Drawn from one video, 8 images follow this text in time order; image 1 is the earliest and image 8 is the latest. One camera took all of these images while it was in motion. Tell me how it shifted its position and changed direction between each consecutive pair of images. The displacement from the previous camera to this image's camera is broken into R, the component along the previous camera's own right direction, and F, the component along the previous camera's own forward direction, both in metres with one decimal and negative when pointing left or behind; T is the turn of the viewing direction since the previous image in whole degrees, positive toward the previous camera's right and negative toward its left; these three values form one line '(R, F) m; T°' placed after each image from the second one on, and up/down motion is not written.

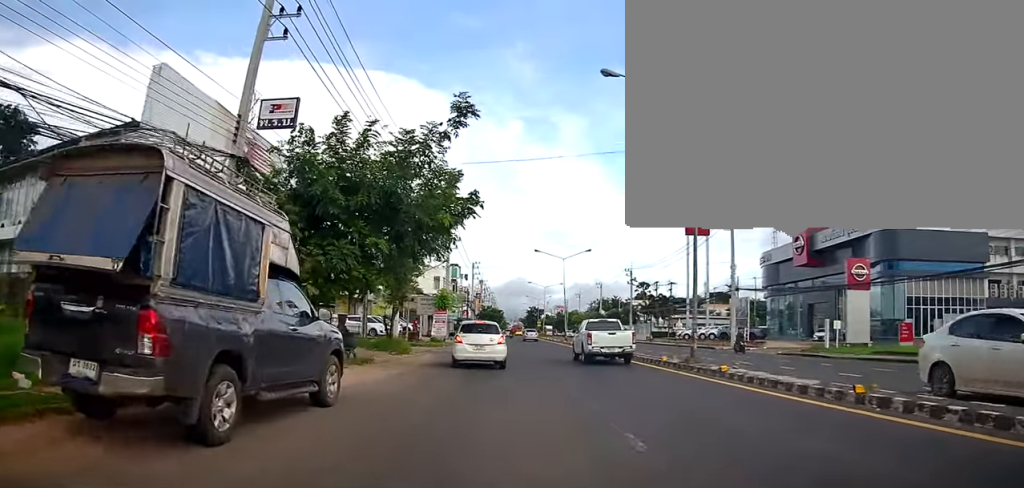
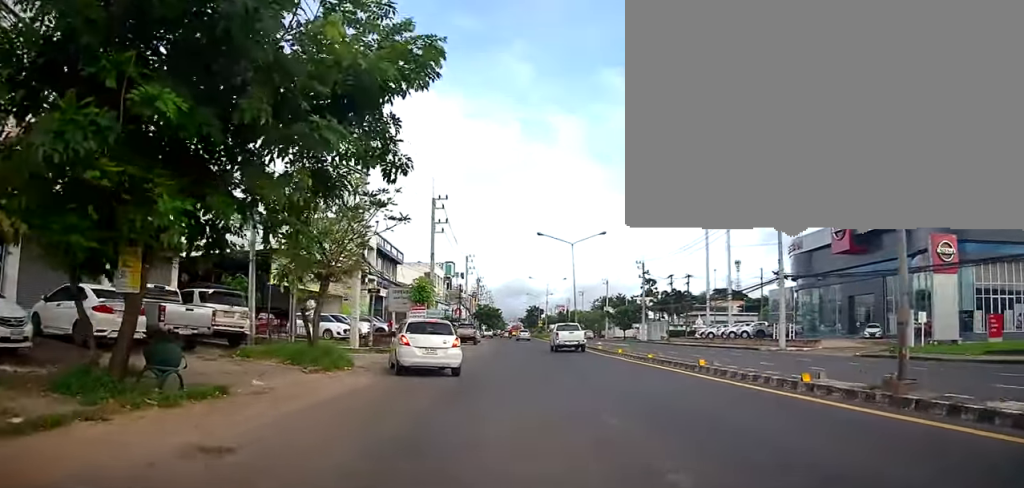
(+0.2, +9.6) m; +1°
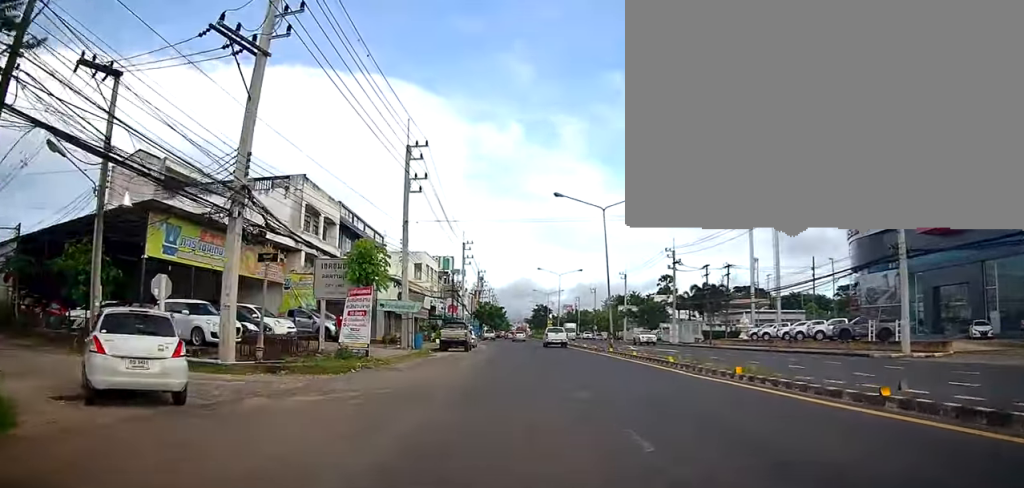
(-0.5, +13.6) m; -2°
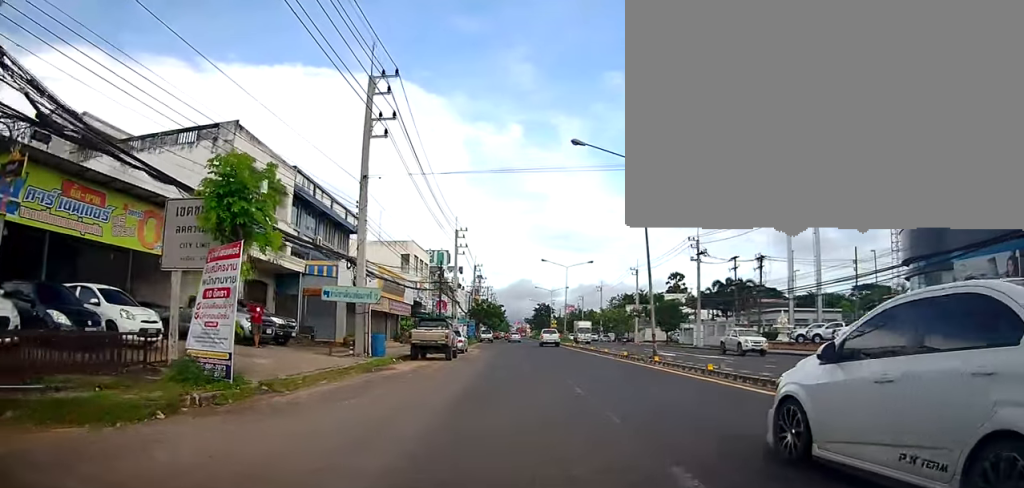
(+0.2, +9.5) m; +5°
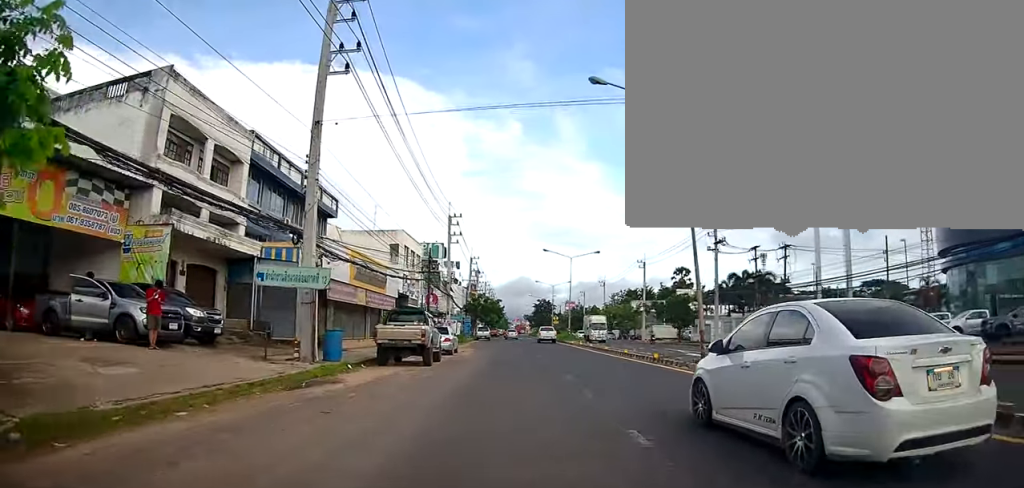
(+0.5, +5.8) m; +1°
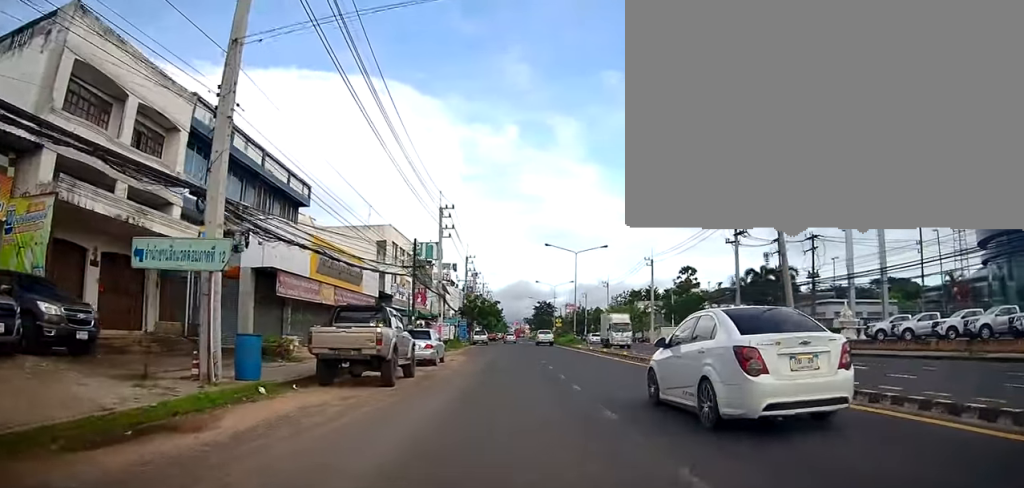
(0.0, +5.7) m; -1°
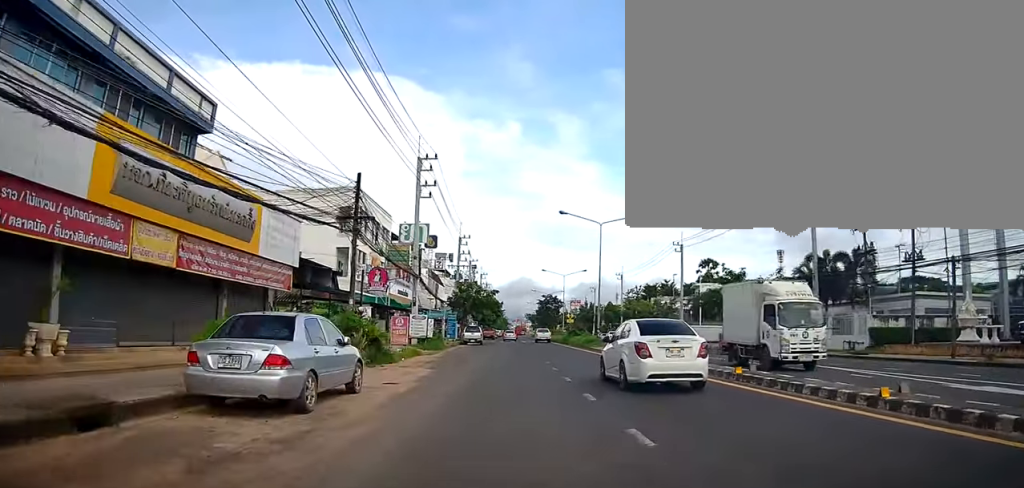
(-0.6, +14.0) m; -2°
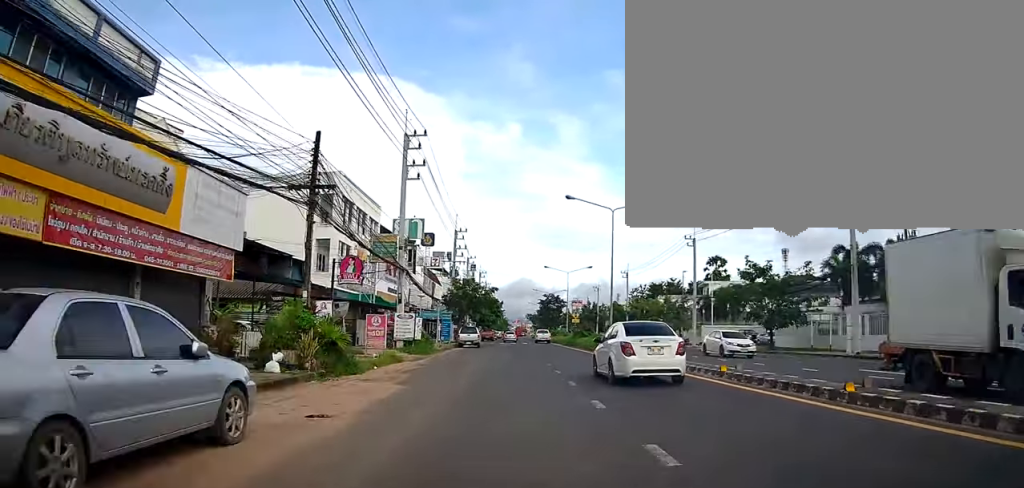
(0.0, +4.8) m; 0°
